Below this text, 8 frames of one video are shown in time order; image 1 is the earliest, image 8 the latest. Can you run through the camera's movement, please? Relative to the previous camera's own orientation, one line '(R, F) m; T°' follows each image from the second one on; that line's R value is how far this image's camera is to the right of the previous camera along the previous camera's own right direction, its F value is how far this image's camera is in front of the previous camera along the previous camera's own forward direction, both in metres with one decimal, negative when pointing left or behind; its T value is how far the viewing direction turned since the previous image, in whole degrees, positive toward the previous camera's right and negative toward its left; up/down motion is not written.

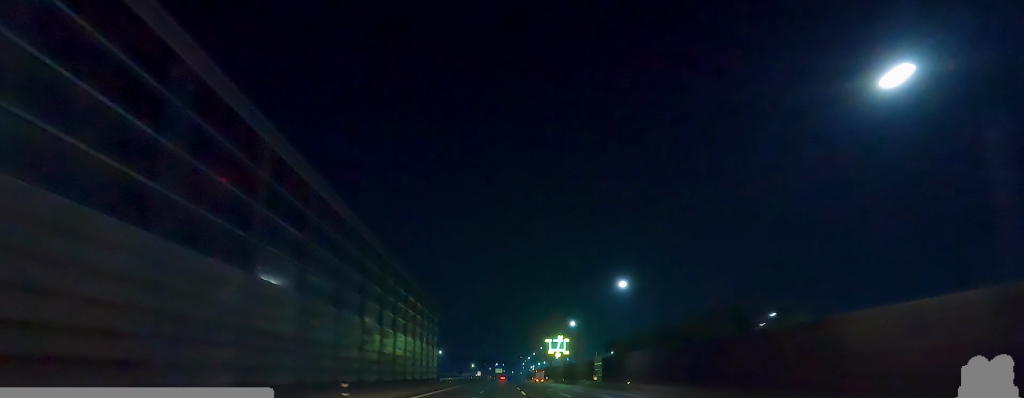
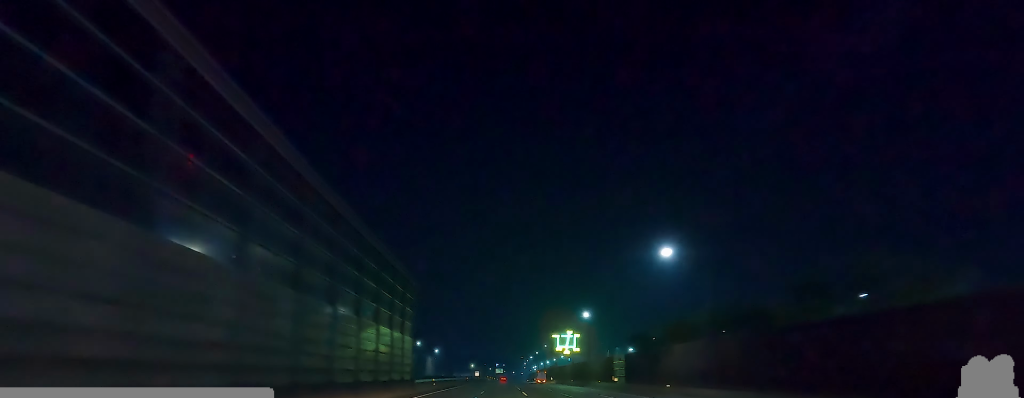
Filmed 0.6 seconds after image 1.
(0.0, +16.6) m; 0°
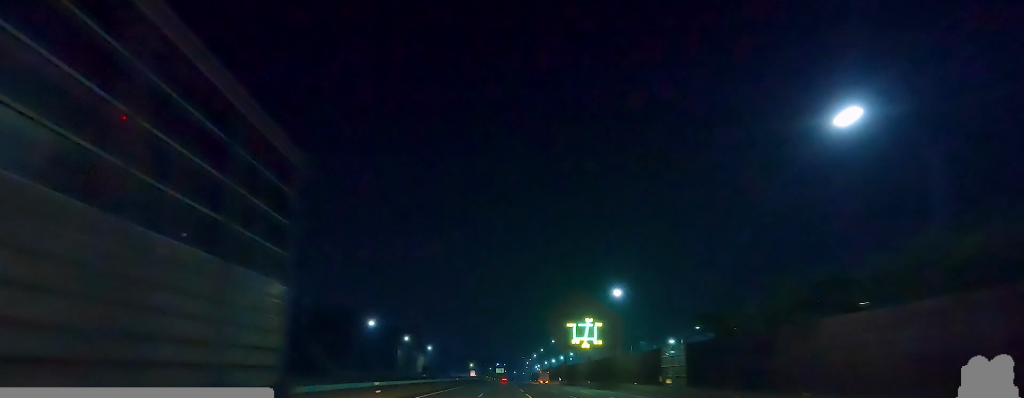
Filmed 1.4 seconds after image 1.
(0.0, +24.3) m; 0°
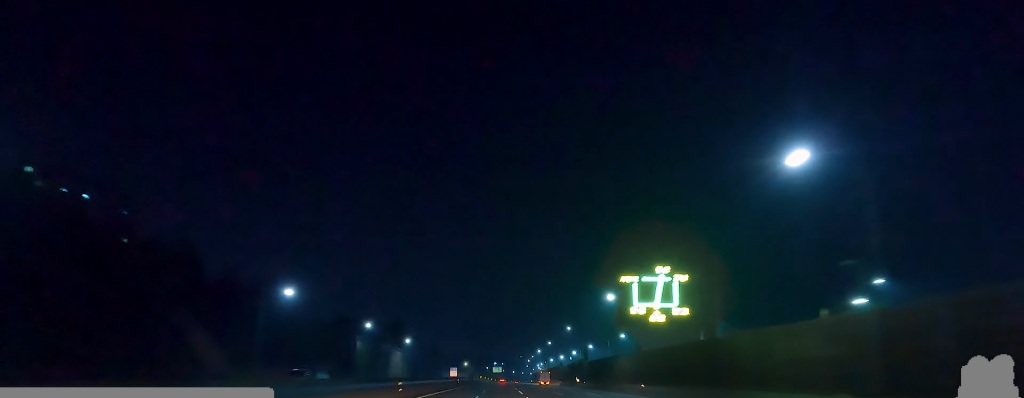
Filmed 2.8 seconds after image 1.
(-0.1, +41.4) m; 0°
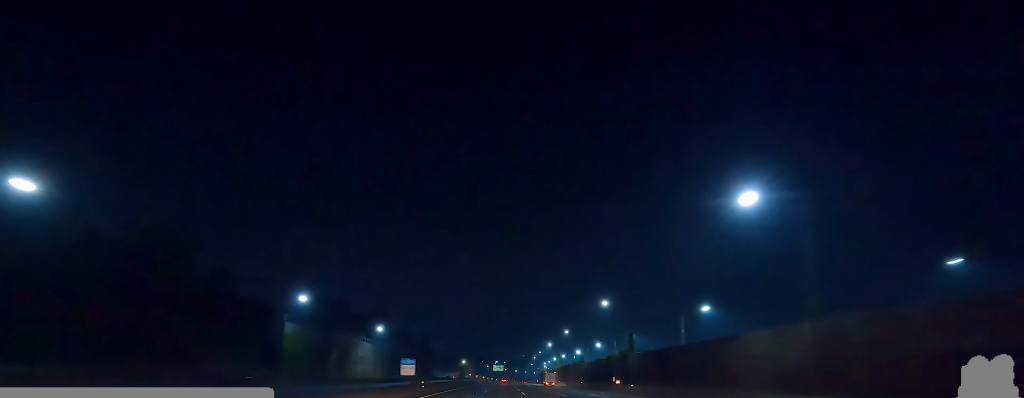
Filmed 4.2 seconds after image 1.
(+0.1, +38.7) m; 0°
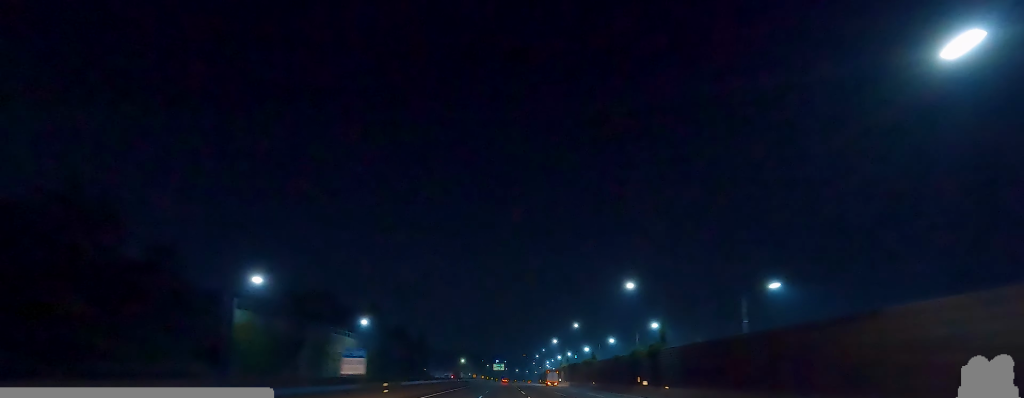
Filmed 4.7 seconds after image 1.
(0.0, +14.5) m; 0°
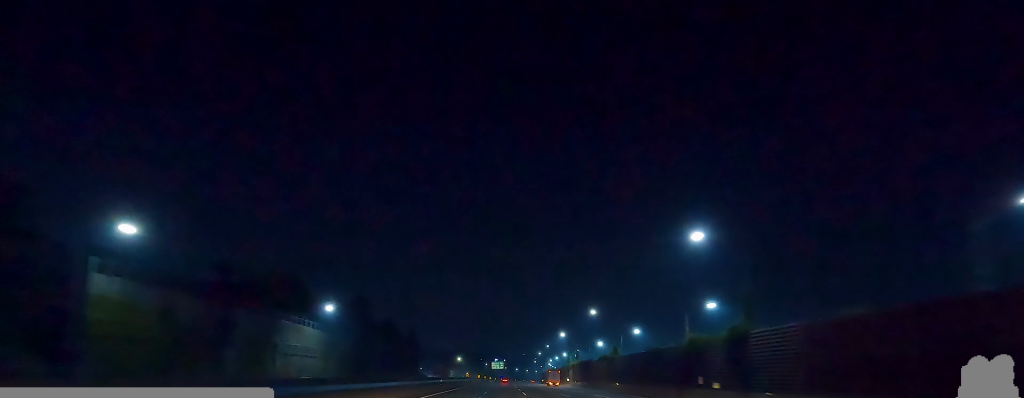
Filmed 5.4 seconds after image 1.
(-0.1, +21.1) m; 0°
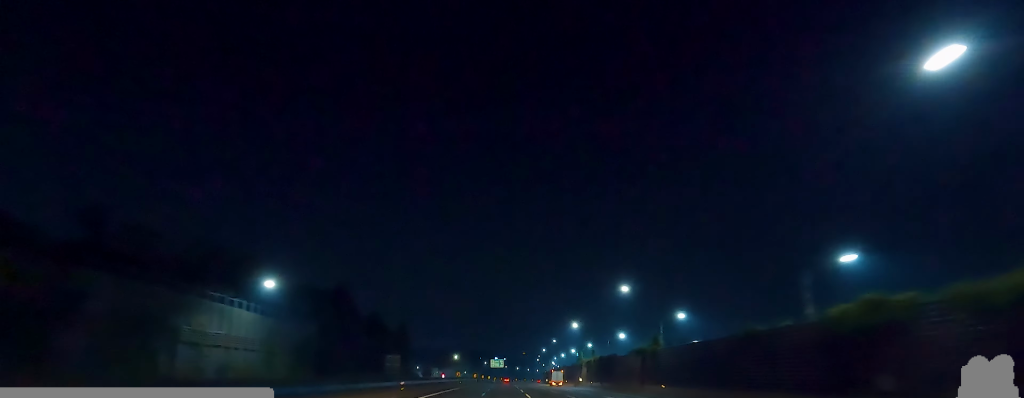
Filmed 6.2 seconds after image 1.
(+0.1, +22.2) m; 0°
